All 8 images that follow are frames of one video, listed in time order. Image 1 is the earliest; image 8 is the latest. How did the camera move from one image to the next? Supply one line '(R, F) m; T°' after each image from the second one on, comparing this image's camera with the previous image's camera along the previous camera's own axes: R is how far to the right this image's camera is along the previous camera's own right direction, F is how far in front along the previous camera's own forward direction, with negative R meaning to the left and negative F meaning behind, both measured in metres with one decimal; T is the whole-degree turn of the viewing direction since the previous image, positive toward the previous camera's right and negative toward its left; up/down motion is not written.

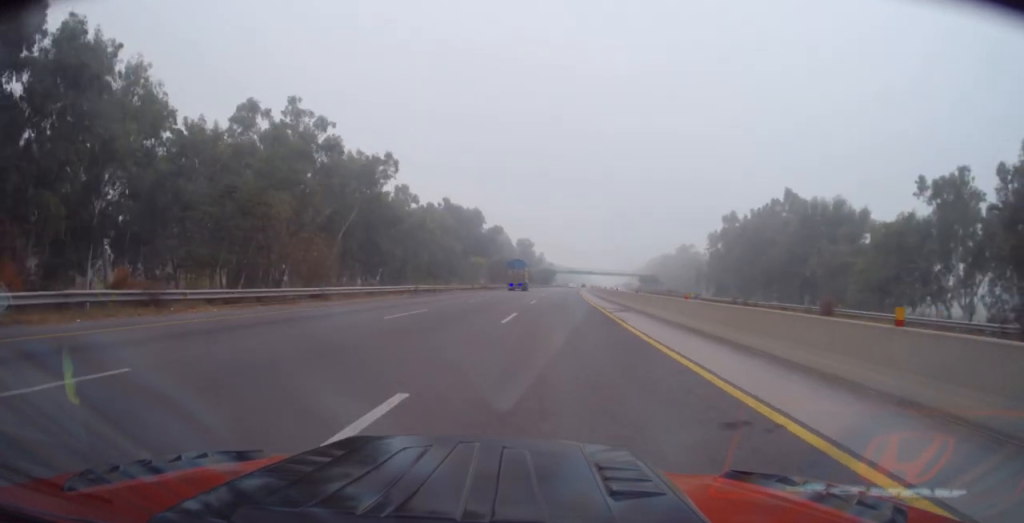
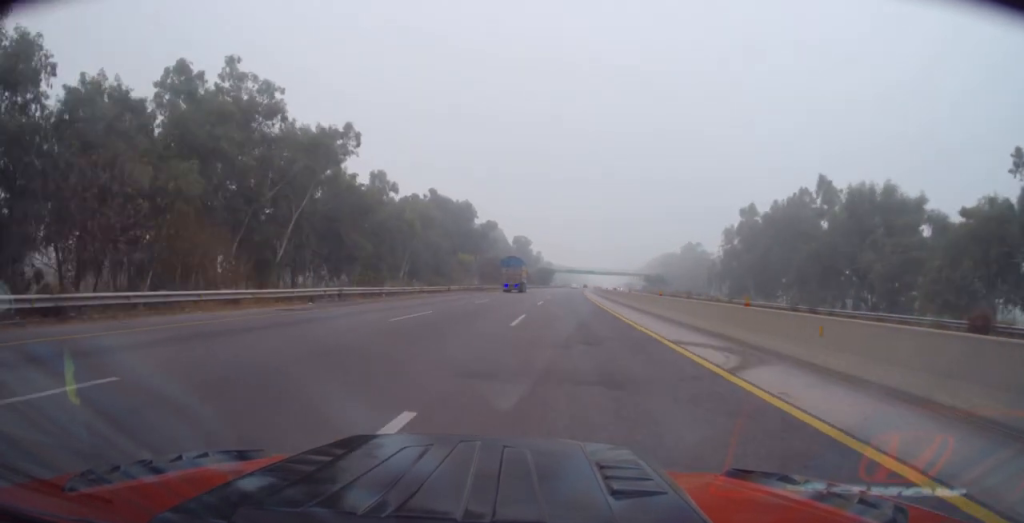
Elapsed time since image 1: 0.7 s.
(-0.1, +18.8) m; 0°
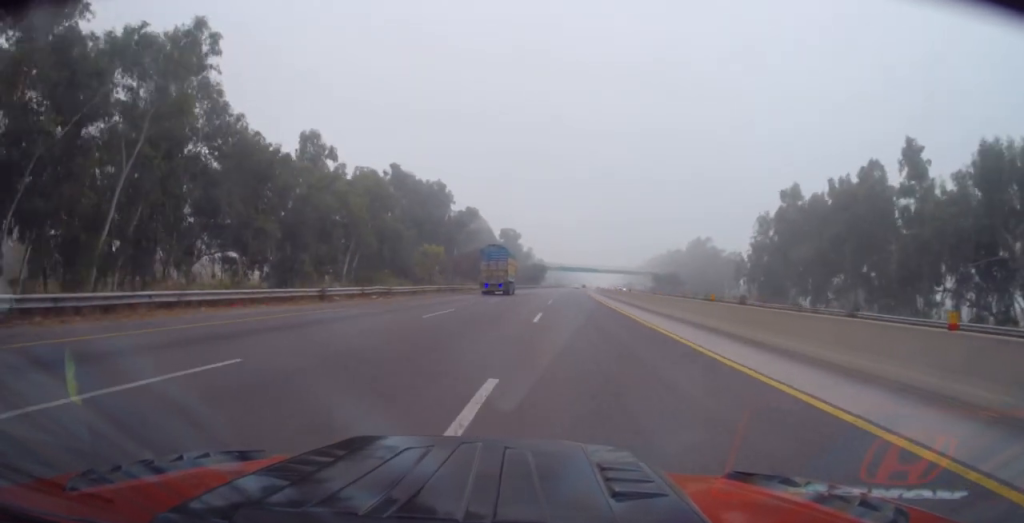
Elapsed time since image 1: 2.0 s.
(+0.4, +33.8) m; 0°
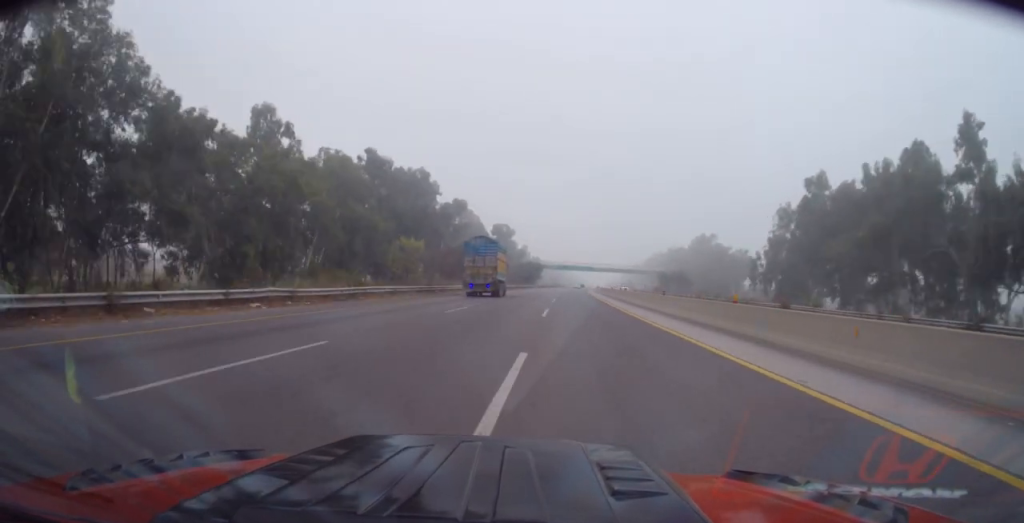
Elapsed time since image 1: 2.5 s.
(+0.1, +15.1) m; 0°
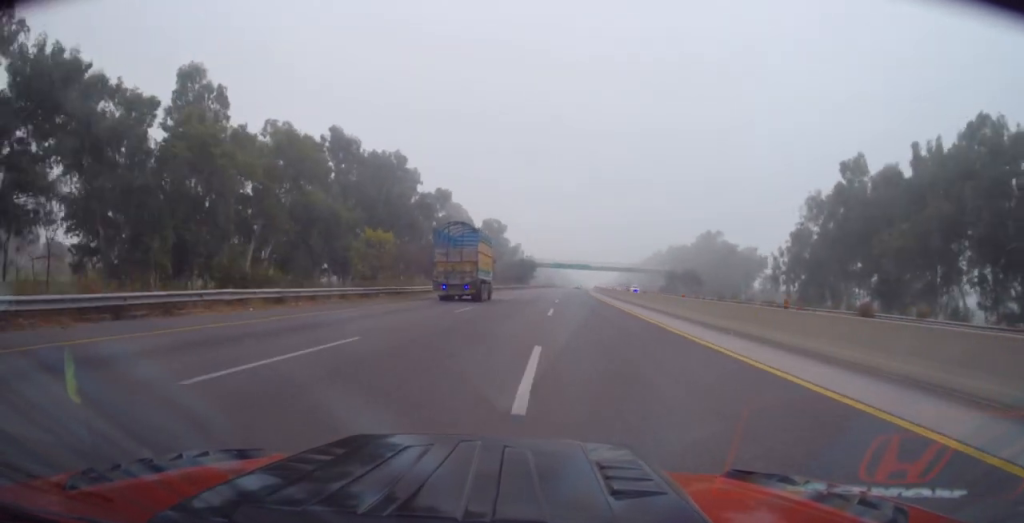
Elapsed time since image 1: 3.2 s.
(-0.3, +16.8) m; +1°
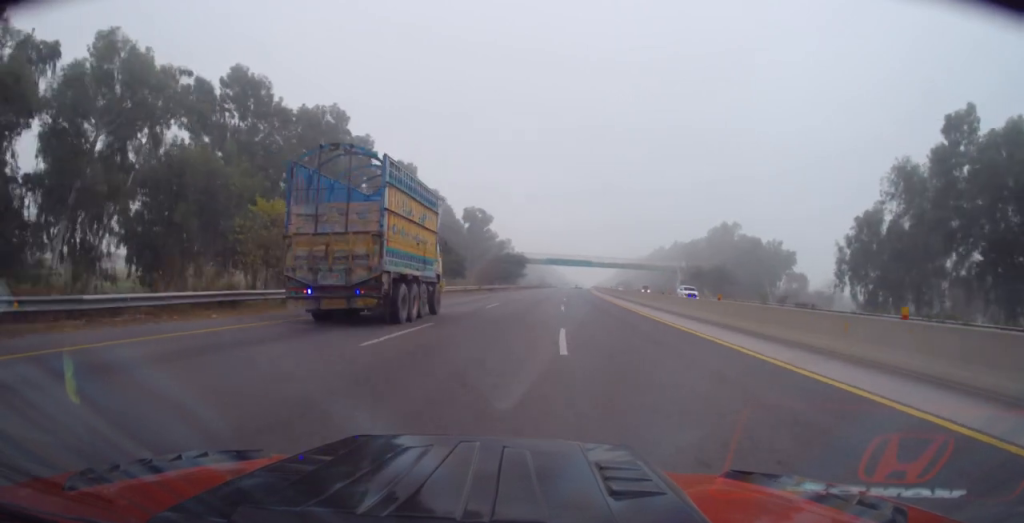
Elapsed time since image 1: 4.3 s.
(+0.8, +31.0) m; +2°
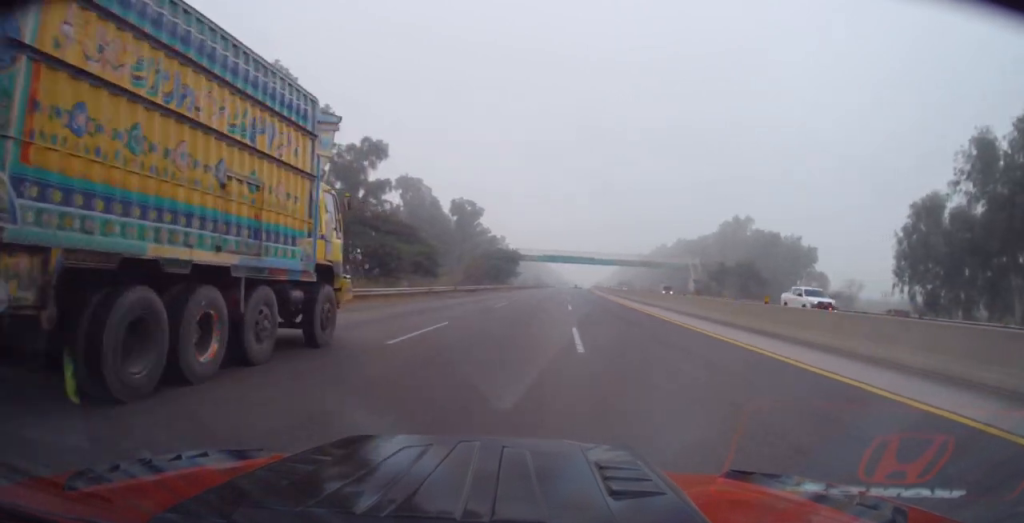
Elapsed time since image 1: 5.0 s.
(0.0, +17.7) m; 0°
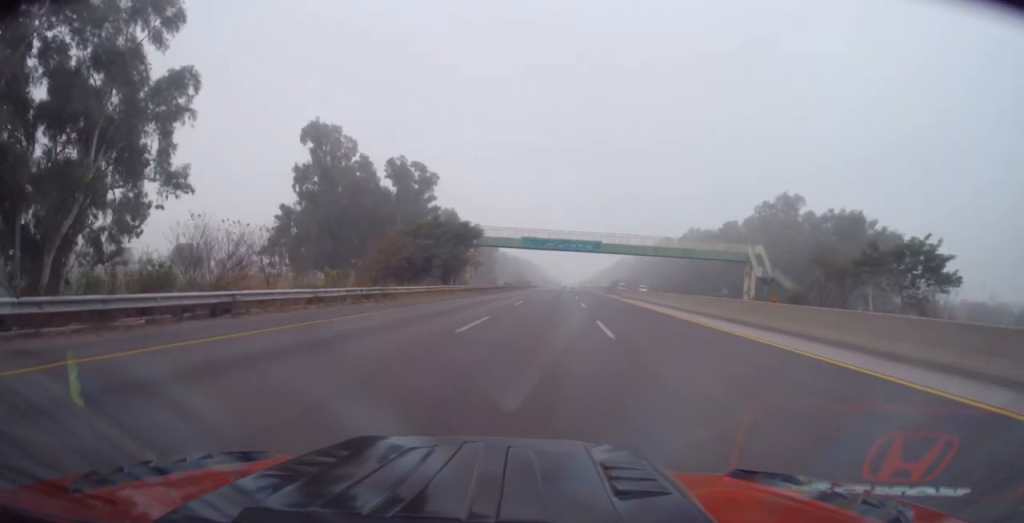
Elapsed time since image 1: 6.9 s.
(-0.2, +51.1) m; +1°
